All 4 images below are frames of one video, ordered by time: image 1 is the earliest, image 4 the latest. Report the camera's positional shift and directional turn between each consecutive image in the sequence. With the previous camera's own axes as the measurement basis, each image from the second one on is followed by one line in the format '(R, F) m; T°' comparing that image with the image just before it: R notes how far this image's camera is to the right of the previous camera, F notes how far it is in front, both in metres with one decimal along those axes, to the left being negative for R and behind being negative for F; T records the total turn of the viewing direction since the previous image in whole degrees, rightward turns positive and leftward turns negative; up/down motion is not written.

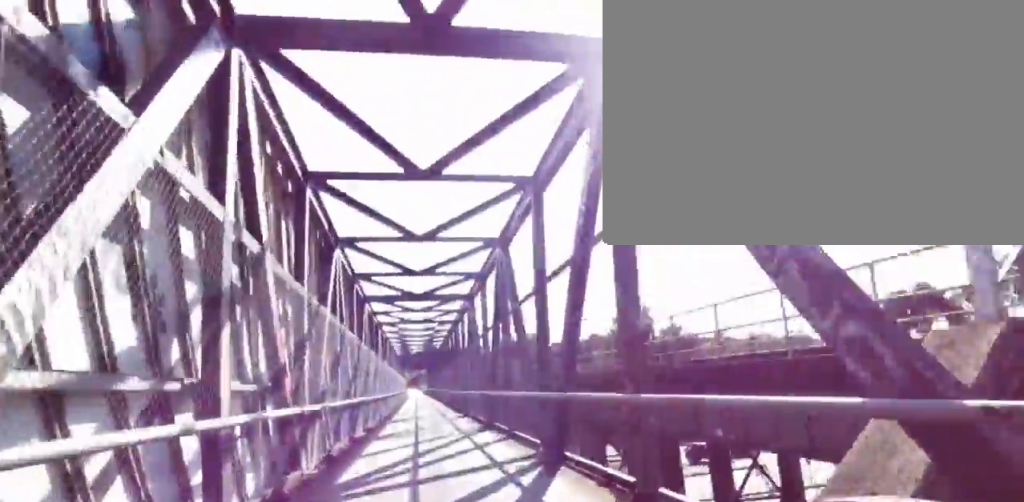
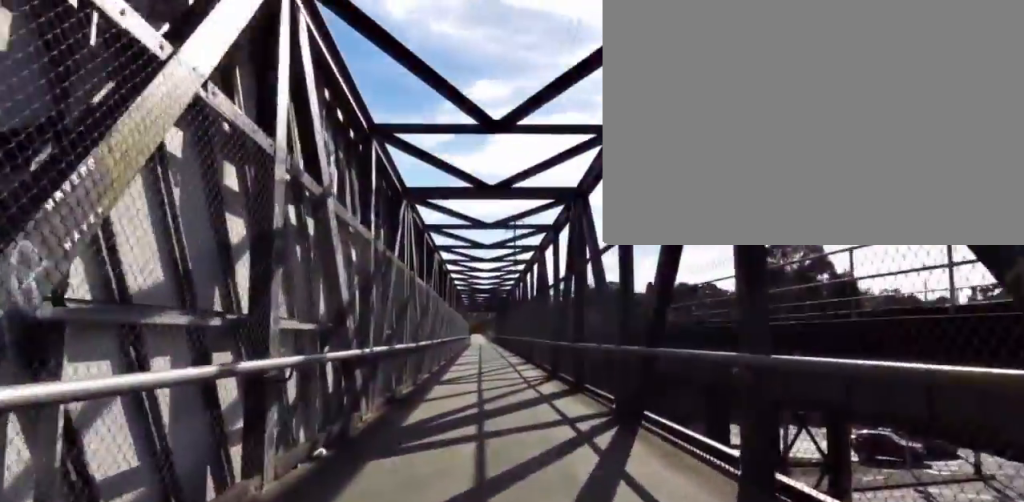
(-2.4, +12.0) m; -2°
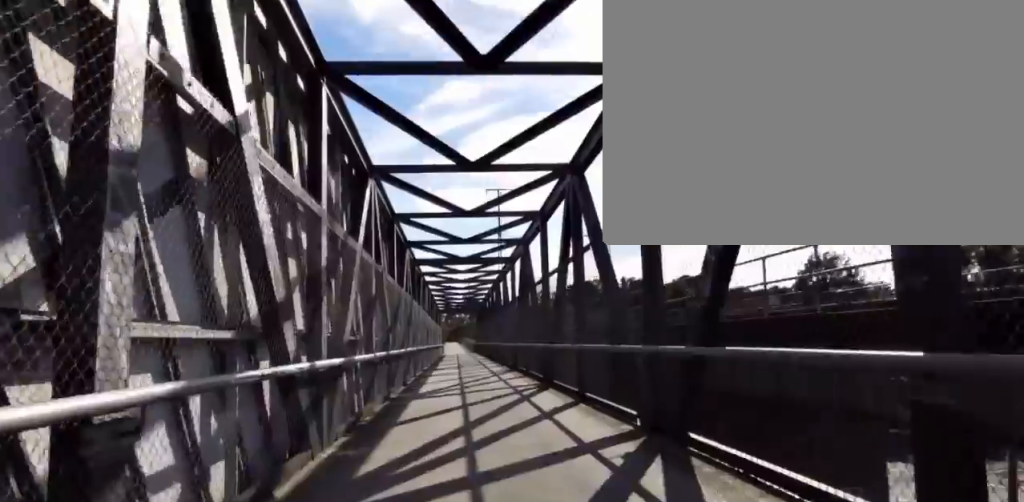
(+1.0, +16.8) m; +5°
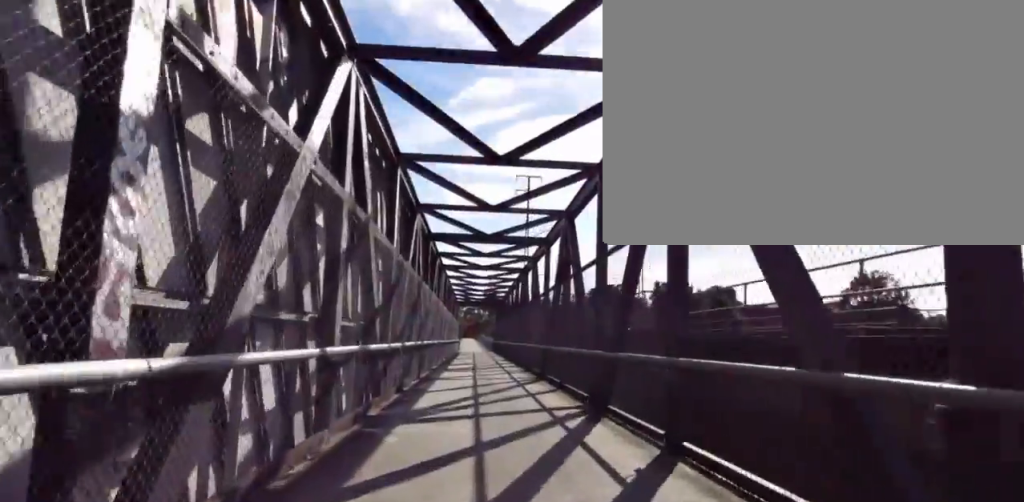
(-0.2, +4.3) m; +1°
